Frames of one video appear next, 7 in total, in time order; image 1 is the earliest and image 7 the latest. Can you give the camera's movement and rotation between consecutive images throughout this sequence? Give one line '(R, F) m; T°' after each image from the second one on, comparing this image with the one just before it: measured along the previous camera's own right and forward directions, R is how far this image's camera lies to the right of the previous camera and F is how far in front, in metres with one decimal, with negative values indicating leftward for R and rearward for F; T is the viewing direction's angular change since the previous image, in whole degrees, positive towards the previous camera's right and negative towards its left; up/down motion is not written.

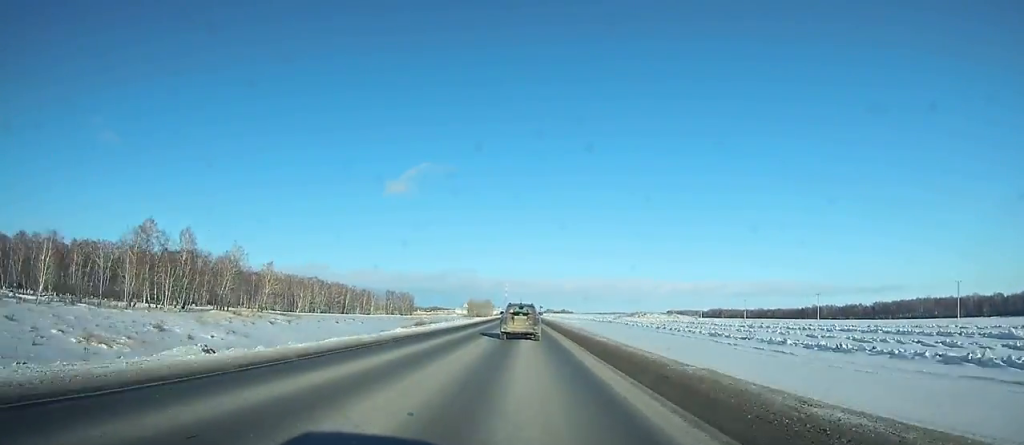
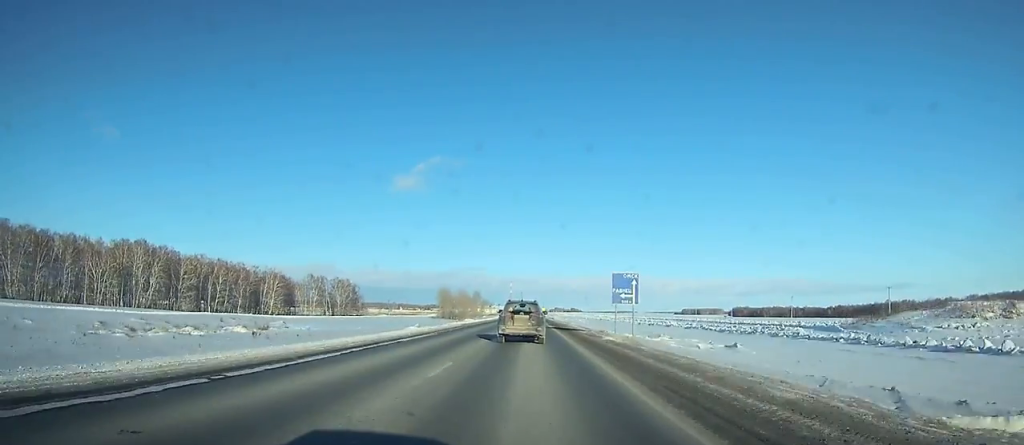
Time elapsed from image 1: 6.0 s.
(+0.2, +158.9) m; 0°
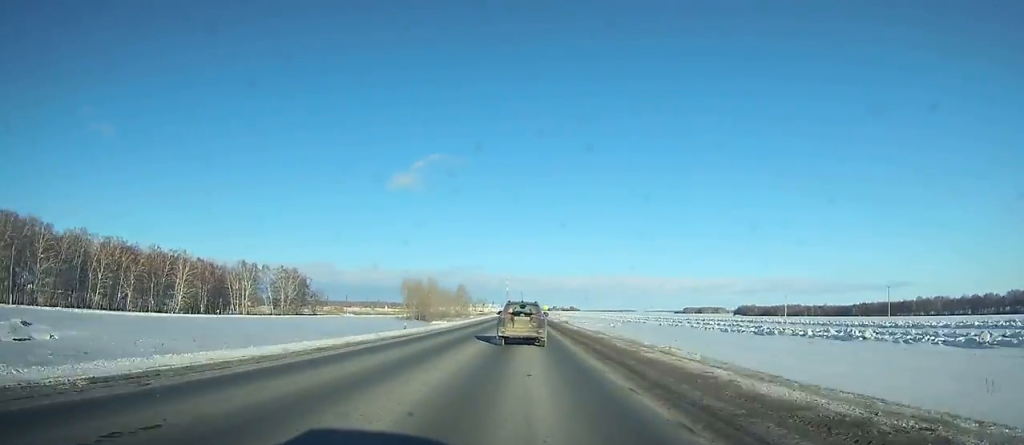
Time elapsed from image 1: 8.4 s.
(0.0, +61.8) m; 0°
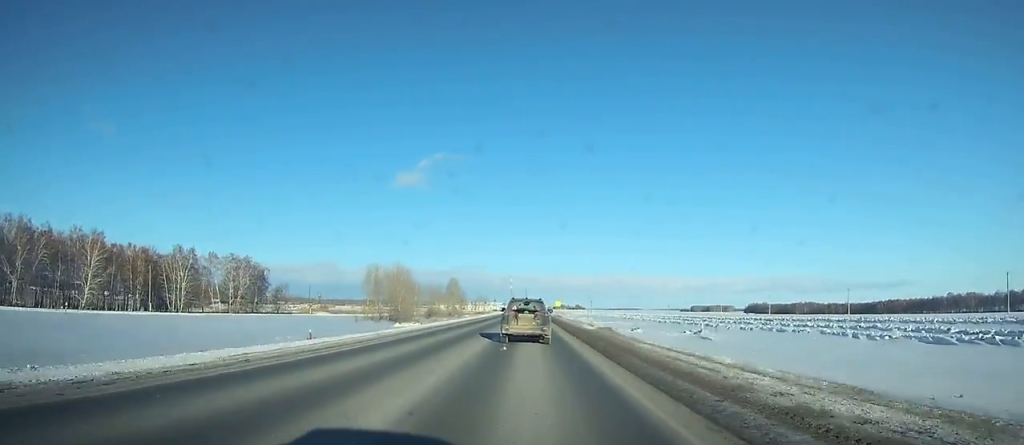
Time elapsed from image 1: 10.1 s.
(0.0, +43.2) m; 0°
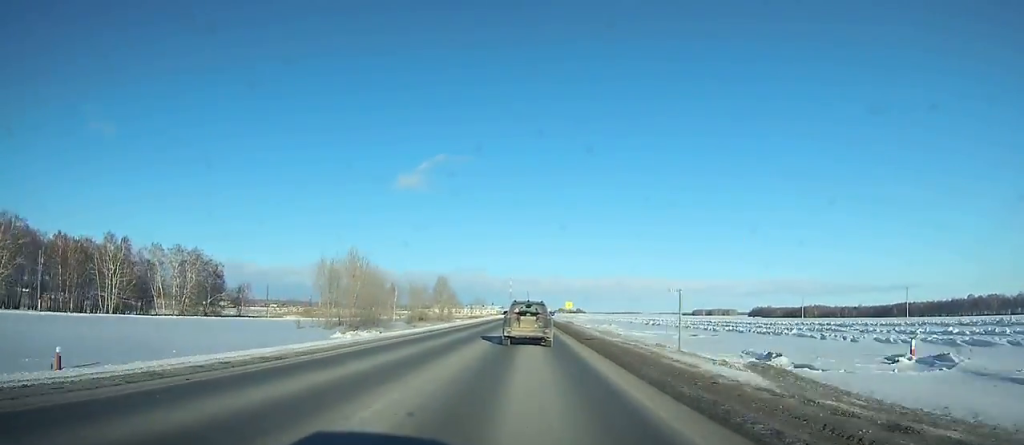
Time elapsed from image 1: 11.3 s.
(0.0, +29.8) m; 0°
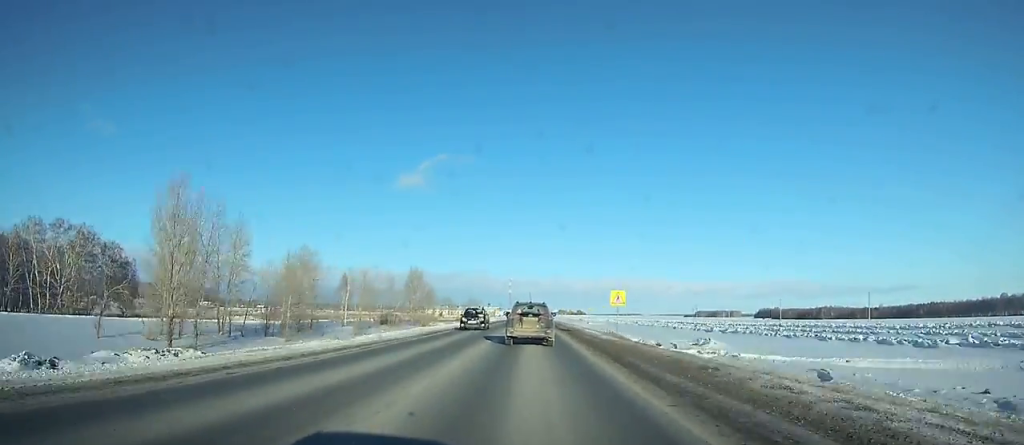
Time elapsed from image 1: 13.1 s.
(0.0, +44.7) m; 0°
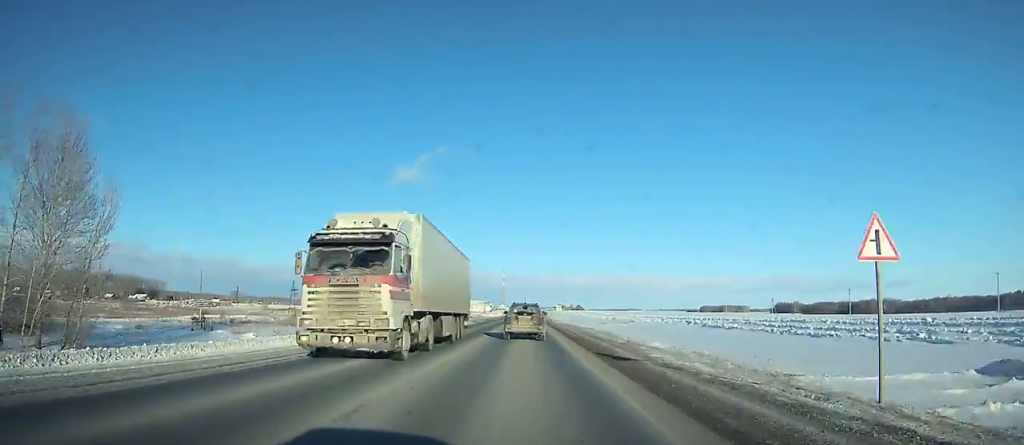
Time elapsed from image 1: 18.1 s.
(-0.1, +121.0) m; 0°
